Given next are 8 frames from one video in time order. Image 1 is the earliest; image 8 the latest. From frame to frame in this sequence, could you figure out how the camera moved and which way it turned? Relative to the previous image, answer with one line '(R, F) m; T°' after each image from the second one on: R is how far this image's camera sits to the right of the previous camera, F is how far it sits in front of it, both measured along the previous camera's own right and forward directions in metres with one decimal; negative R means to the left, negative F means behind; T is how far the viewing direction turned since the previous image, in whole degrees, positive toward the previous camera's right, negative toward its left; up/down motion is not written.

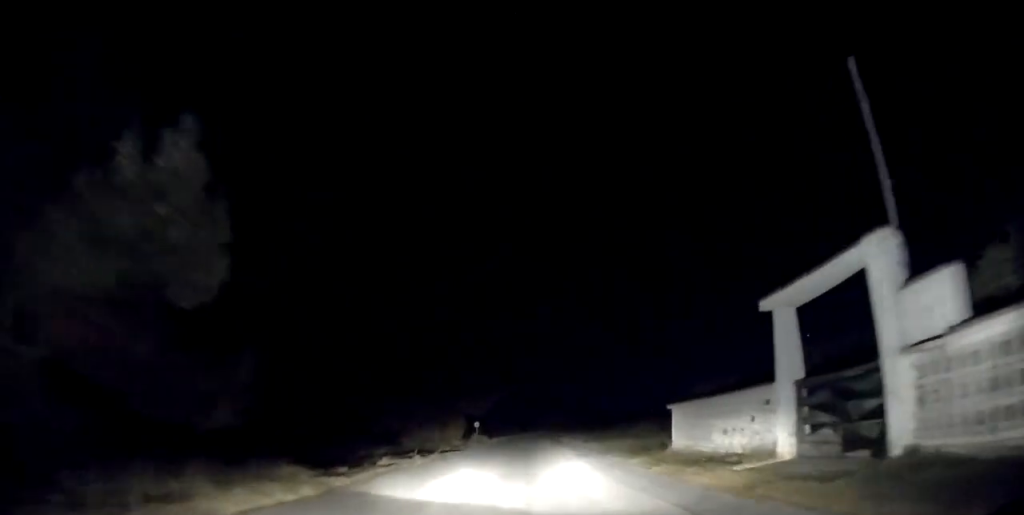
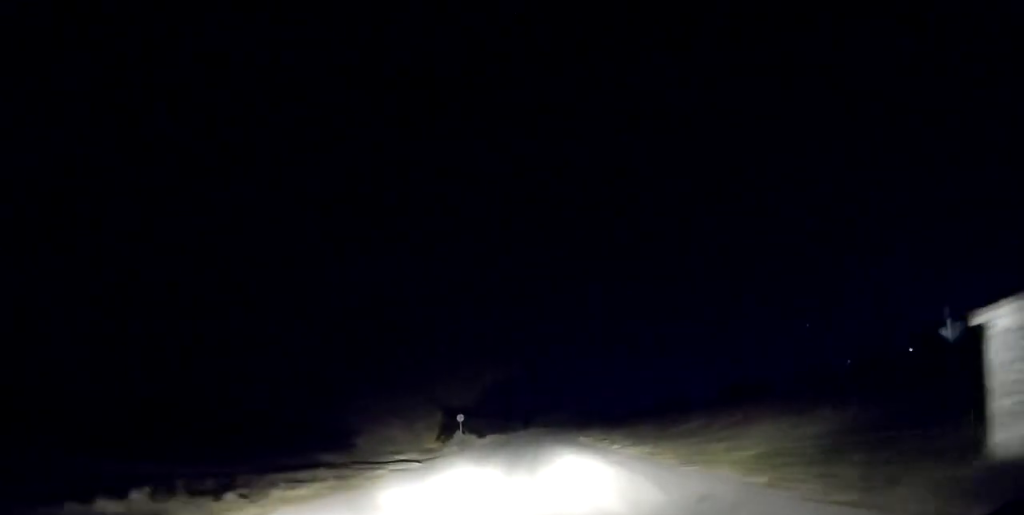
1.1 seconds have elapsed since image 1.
(-0.1, +14.2) m; 0°
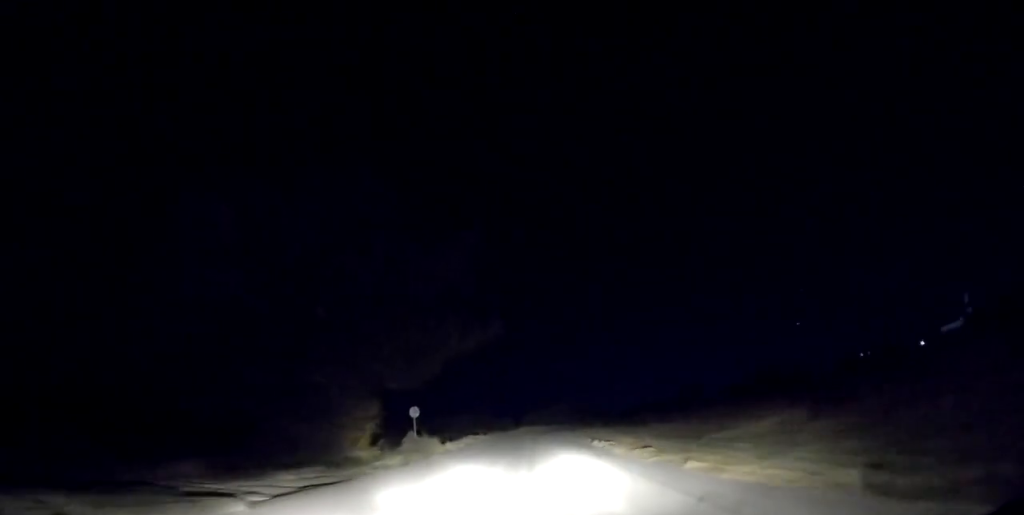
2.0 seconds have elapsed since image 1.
(0.0, +12.3) m; 0°
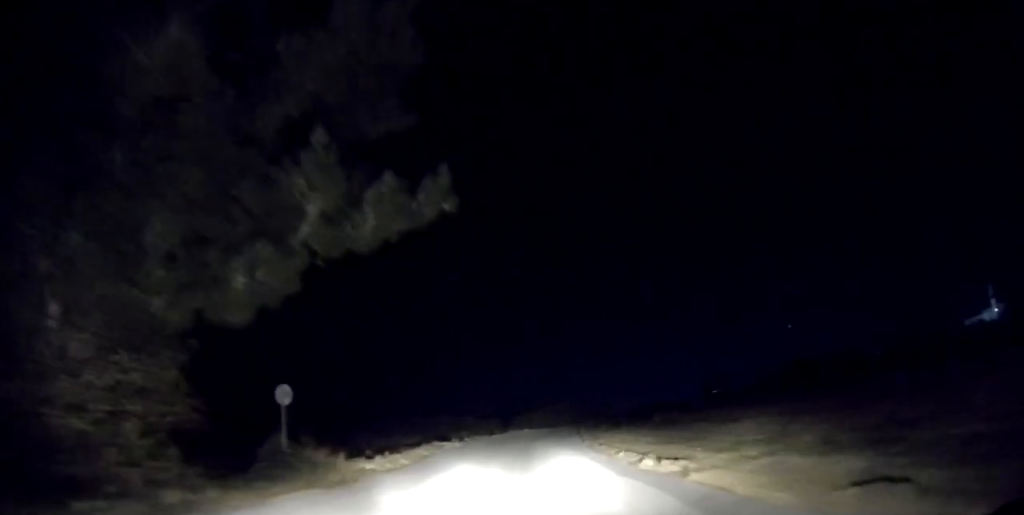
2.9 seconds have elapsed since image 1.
(-0.1, +12.7) m; +1°
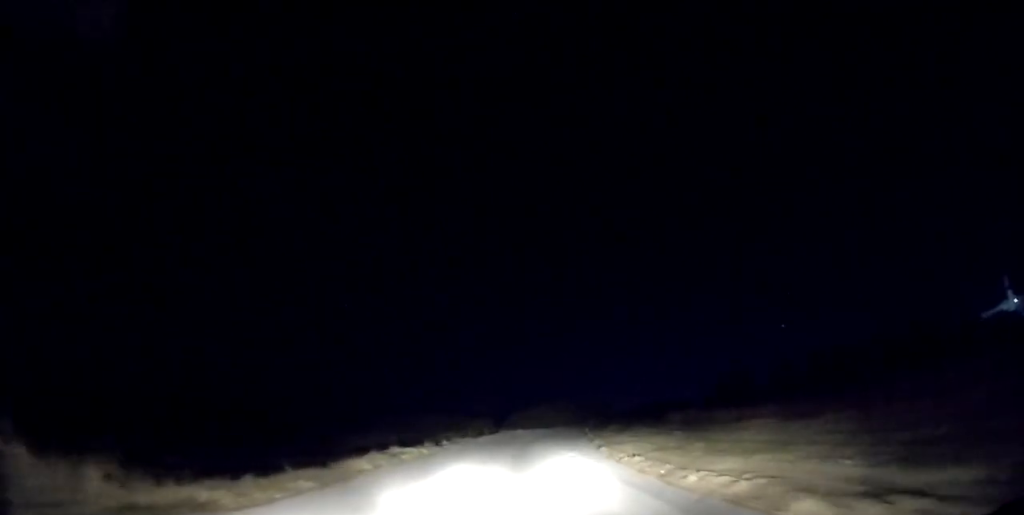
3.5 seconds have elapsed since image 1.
(+0.1, +8.0) m; +1°
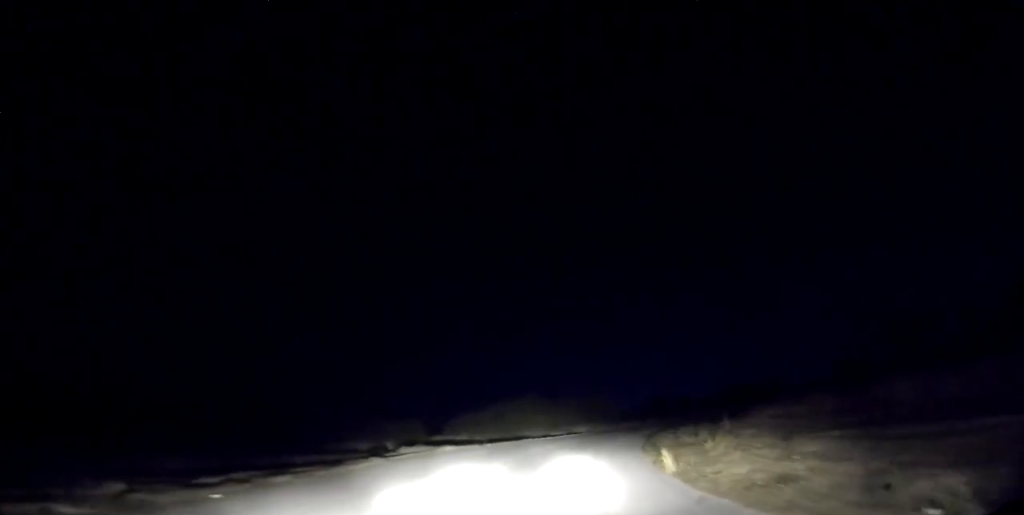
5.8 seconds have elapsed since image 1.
(+0.5, +31.0) m; +2°
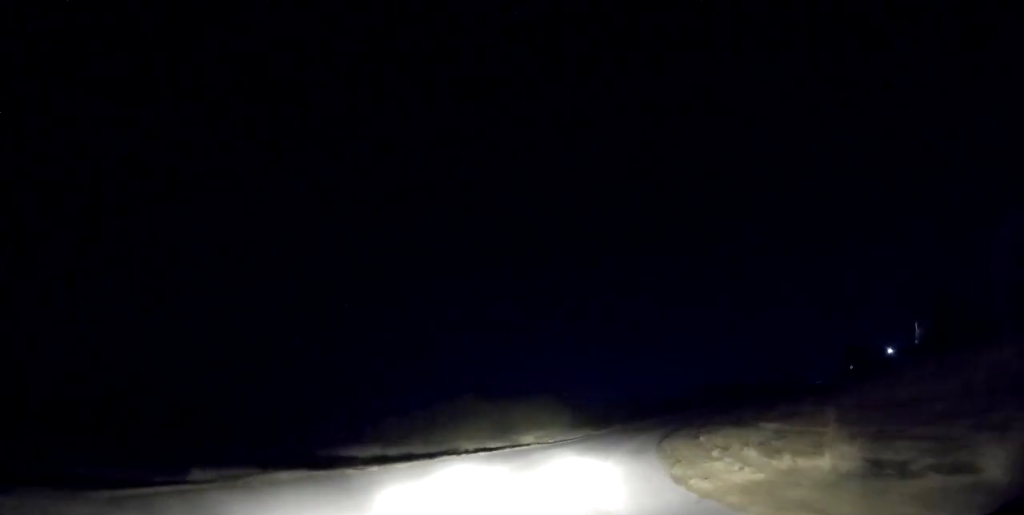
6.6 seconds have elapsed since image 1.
(+0.3, +11.6) m; +5°
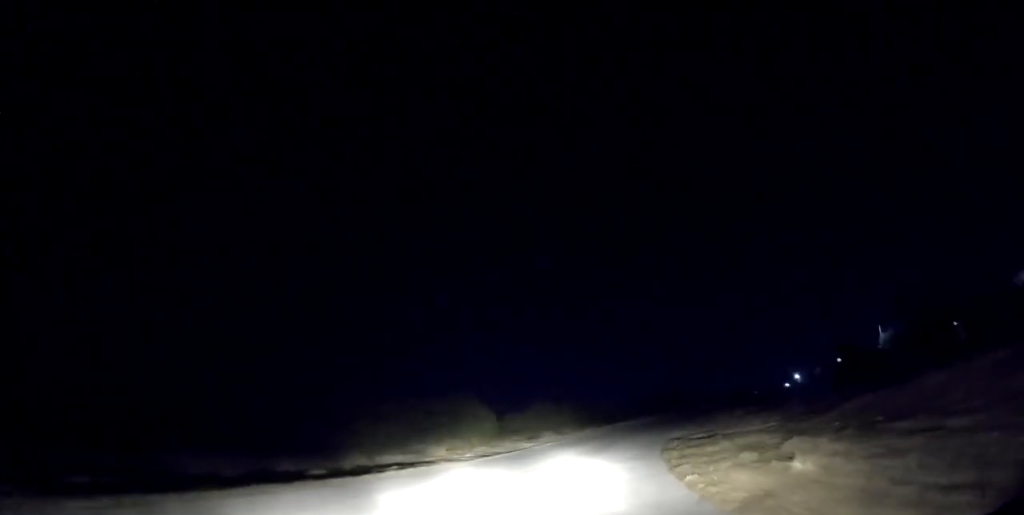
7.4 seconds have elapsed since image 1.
(+0.6, +10.1) m; +6°
